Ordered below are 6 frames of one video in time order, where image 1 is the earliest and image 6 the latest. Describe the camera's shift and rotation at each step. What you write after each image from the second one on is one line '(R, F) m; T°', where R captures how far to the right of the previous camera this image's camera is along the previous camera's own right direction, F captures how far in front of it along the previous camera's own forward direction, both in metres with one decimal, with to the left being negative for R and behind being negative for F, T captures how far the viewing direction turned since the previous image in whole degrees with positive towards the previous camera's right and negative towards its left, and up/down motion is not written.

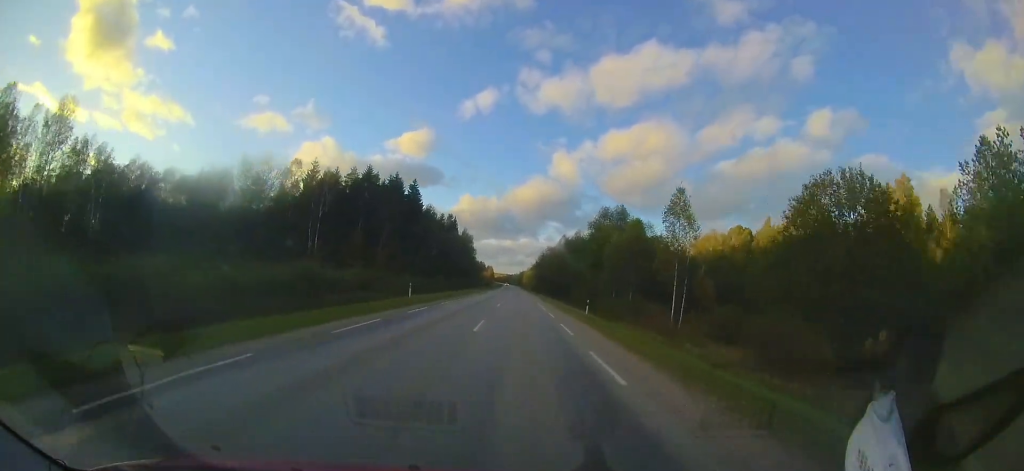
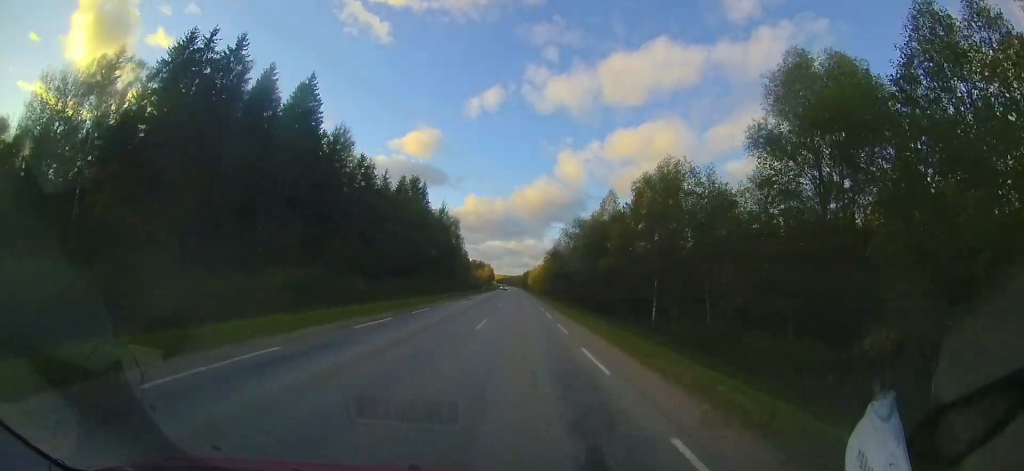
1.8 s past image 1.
(-0.1, +47.1) m; 0°
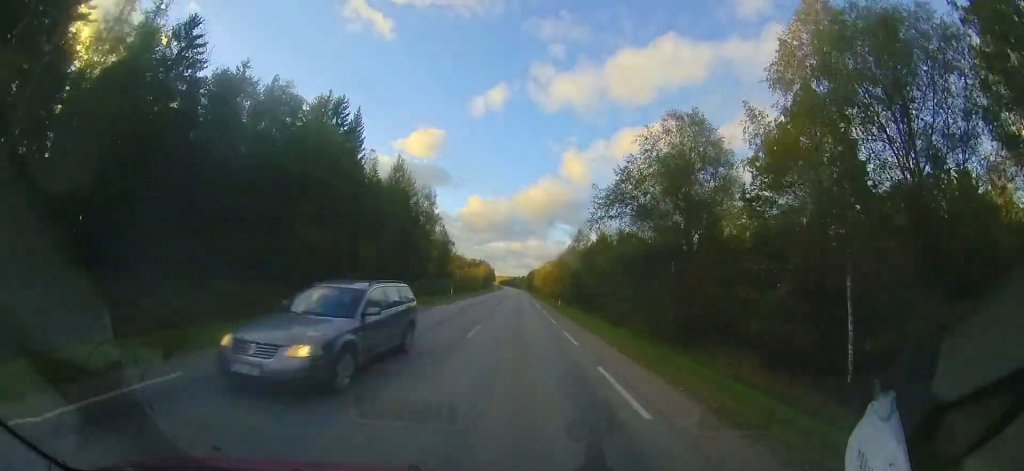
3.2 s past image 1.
(+0.1, +38.4) m; 0°
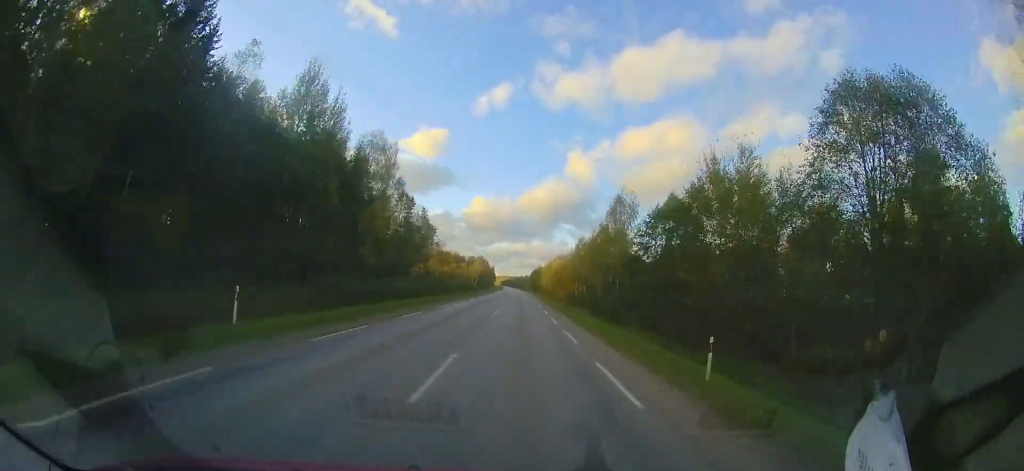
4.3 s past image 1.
(-0.3, +28.9) m; -1°
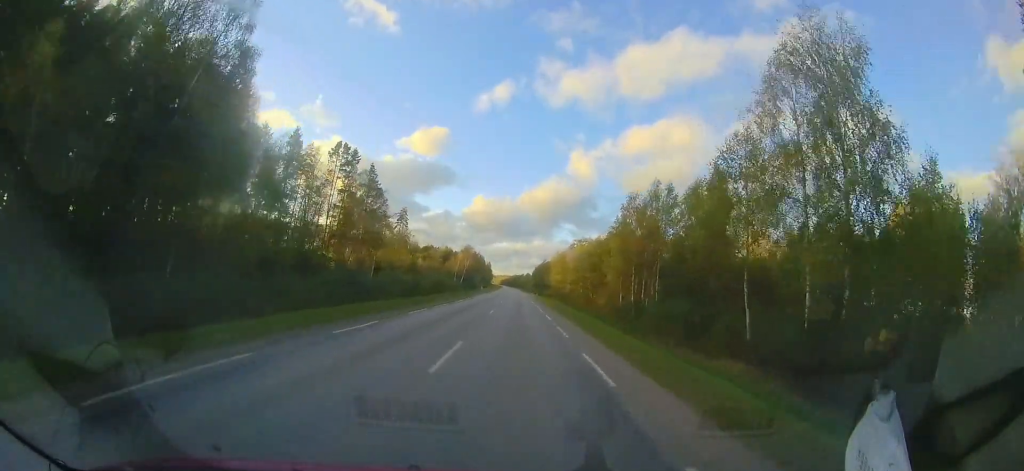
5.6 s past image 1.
(-0.3, +34.3) m; -1°
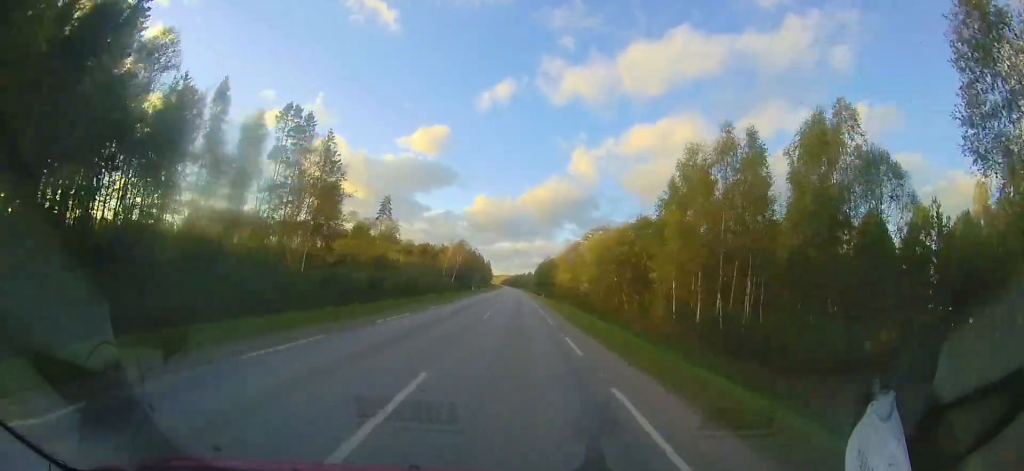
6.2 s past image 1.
(-0.3, +14.9) m; 0°
